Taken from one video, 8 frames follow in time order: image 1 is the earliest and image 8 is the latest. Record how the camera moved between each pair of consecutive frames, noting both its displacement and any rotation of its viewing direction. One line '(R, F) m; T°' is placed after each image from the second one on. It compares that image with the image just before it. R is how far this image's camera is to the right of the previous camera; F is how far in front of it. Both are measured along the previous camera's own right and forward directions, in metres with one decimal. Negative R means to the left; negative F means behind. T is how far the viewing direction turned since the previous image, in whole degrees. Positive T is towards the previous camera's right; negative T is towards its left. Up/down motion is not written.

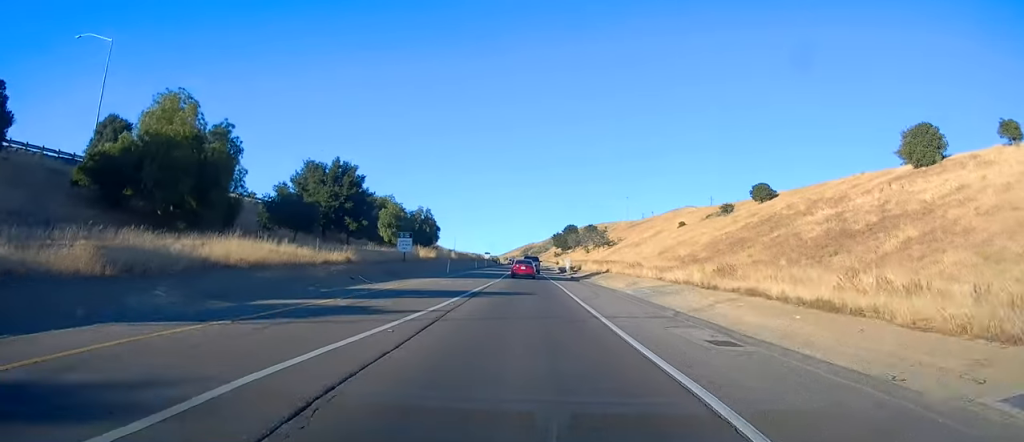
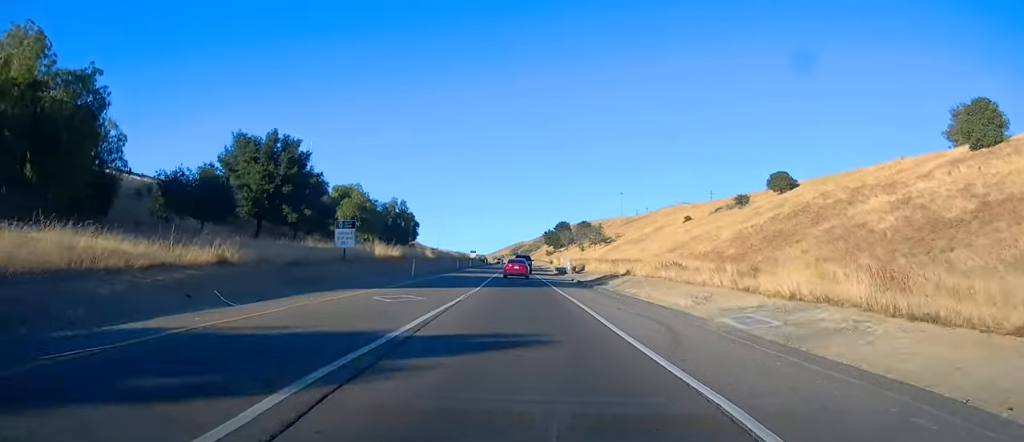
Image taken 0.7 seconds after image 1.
(0.0, +15.5) m; +1°
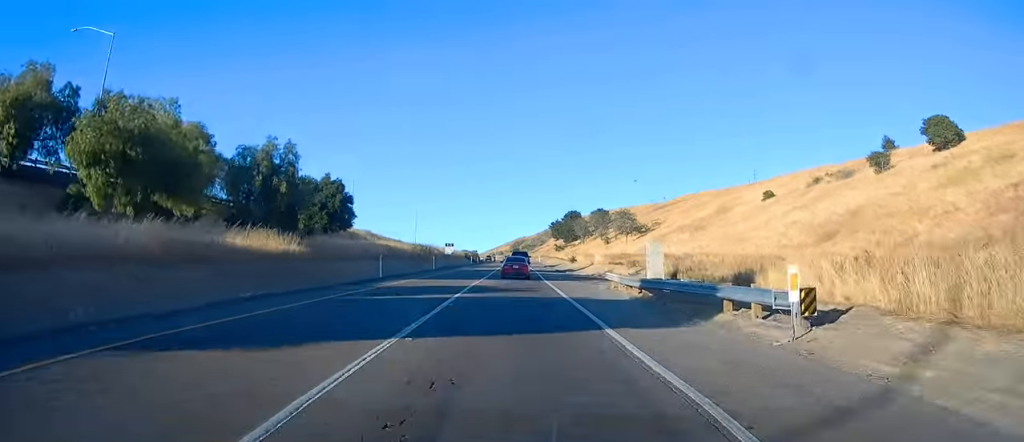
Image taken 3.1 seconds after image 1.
(+1.0, +50.8) m; 0°
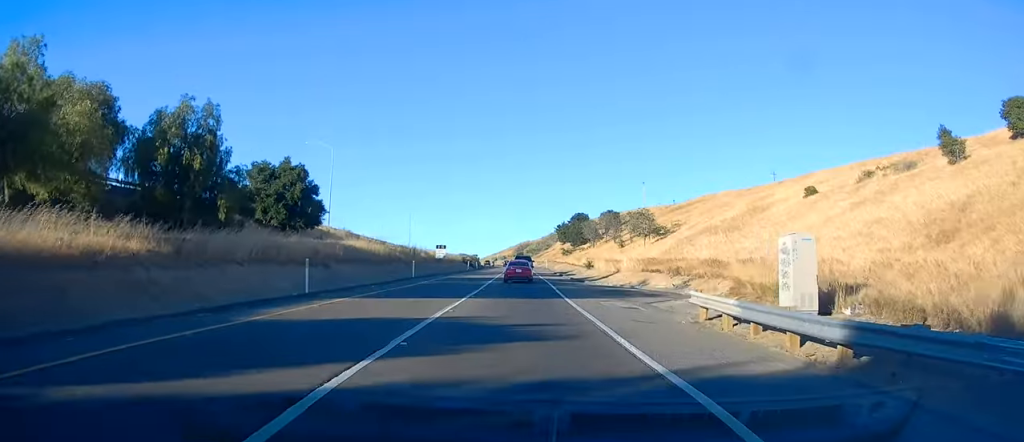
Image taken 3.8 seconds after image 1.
(-0.1, +14.6) m; 0°
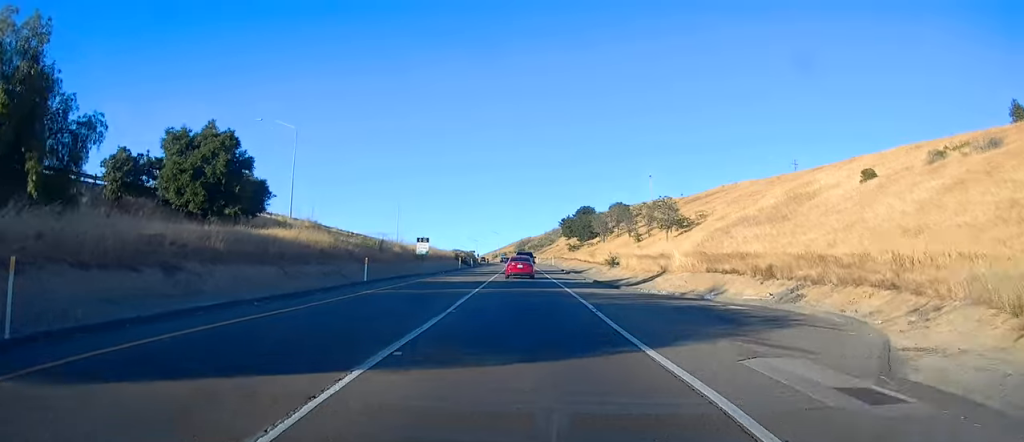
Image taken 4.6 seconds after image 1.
(-0.1, +15.9) m; 0°
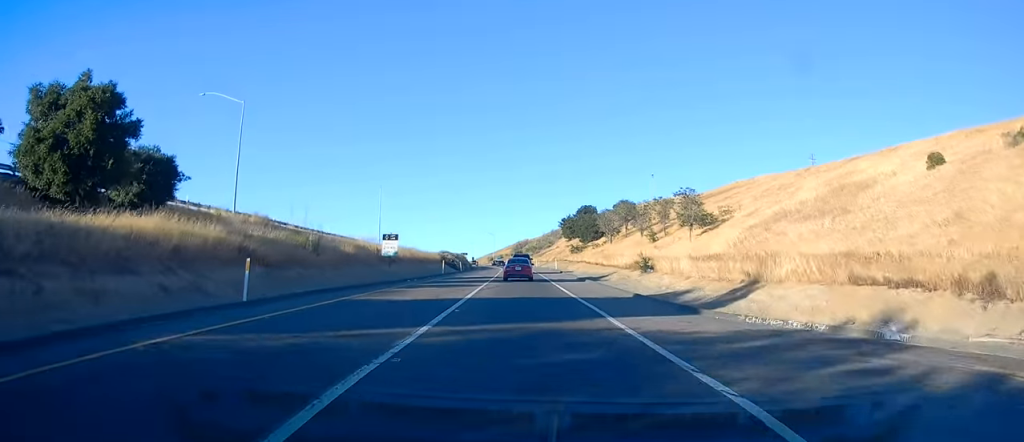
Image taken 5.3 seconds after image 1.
(+0.2, +14.6) m; +1°
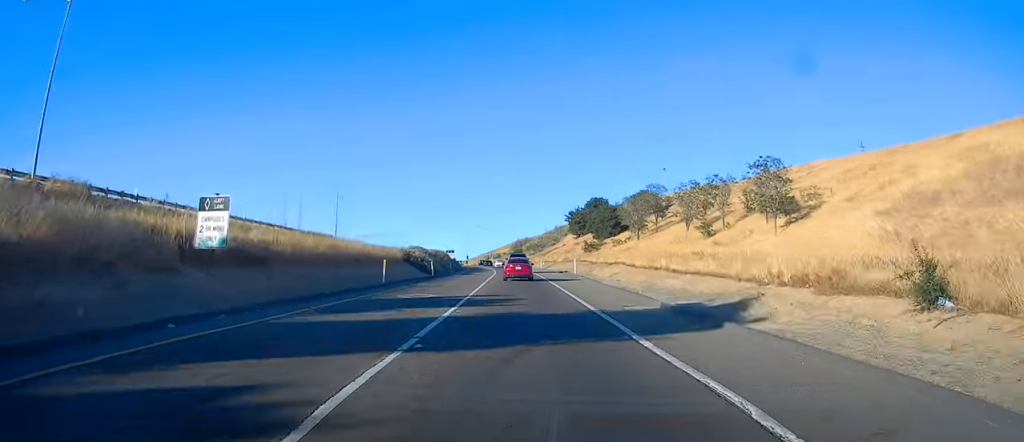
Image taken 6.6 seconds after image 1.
(+0.3, +27.9) m; -1°
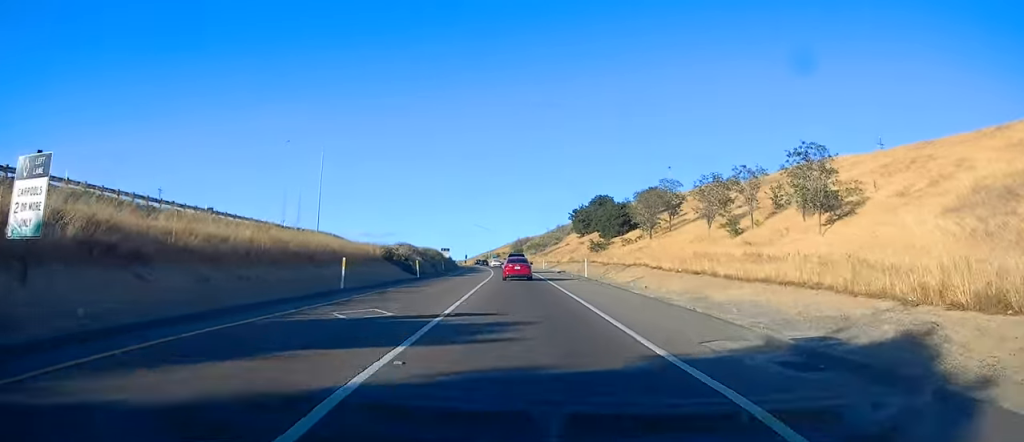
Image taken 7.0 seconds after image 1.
(-0.2, +8.4) m; 0°
